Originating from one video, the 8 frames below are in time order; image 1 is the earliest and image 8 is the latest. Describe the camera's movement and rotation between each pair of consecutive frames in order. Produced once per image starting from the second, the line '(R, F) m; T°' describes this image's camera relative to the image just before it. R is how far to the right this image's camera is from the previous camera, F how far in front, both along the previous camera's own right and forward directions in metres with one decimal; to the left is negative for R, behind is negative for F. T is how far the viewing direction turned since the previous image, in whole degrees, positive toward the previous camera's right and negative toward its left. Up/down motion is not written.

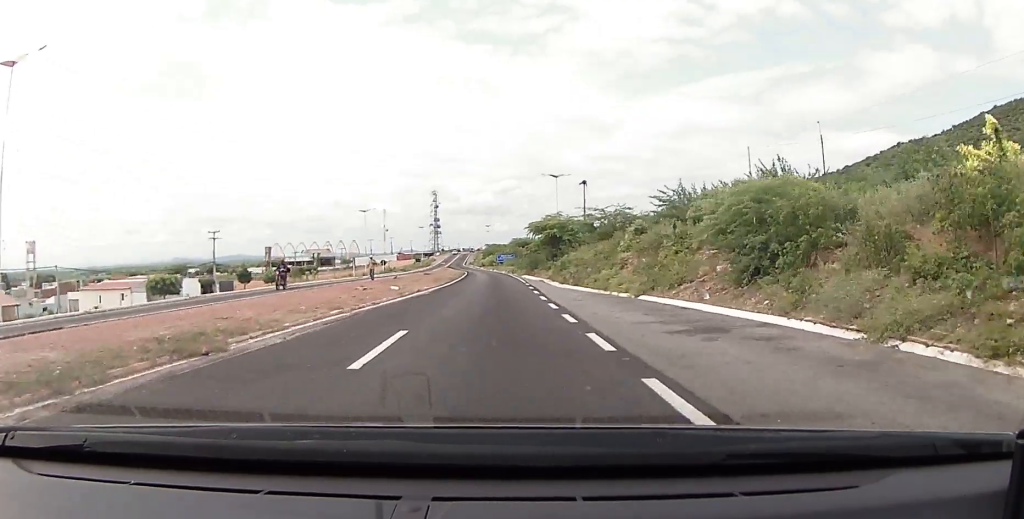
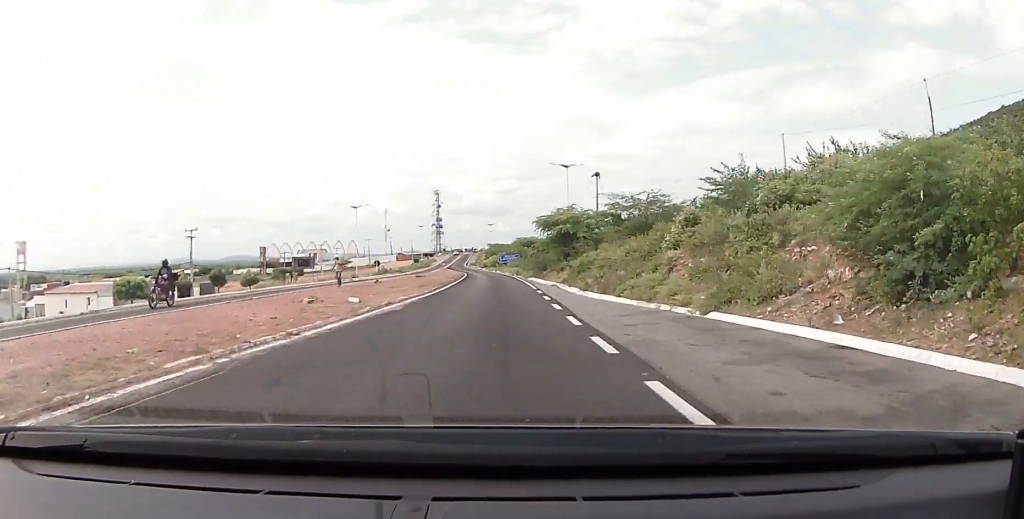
(0.0, +8.7) m; 0°
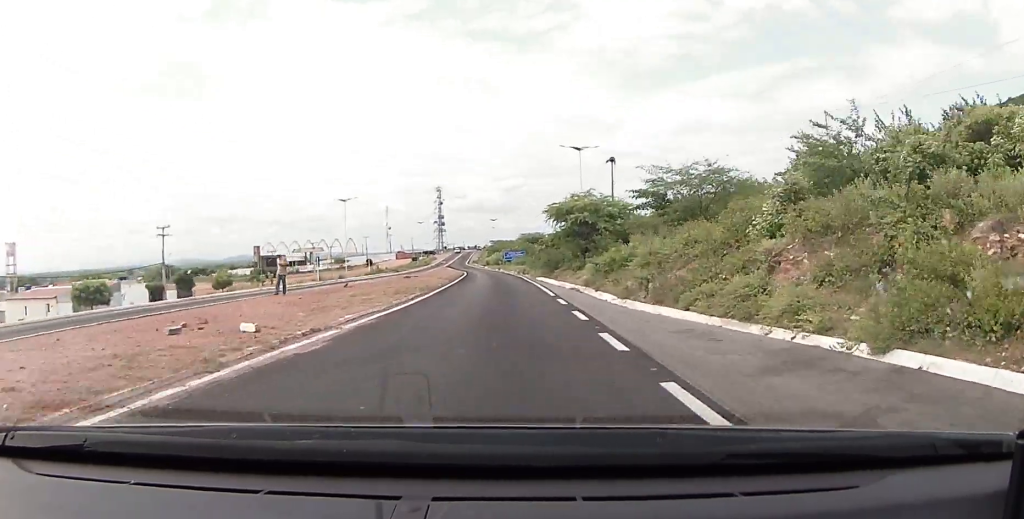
(0.0, +8.8) m; 0°
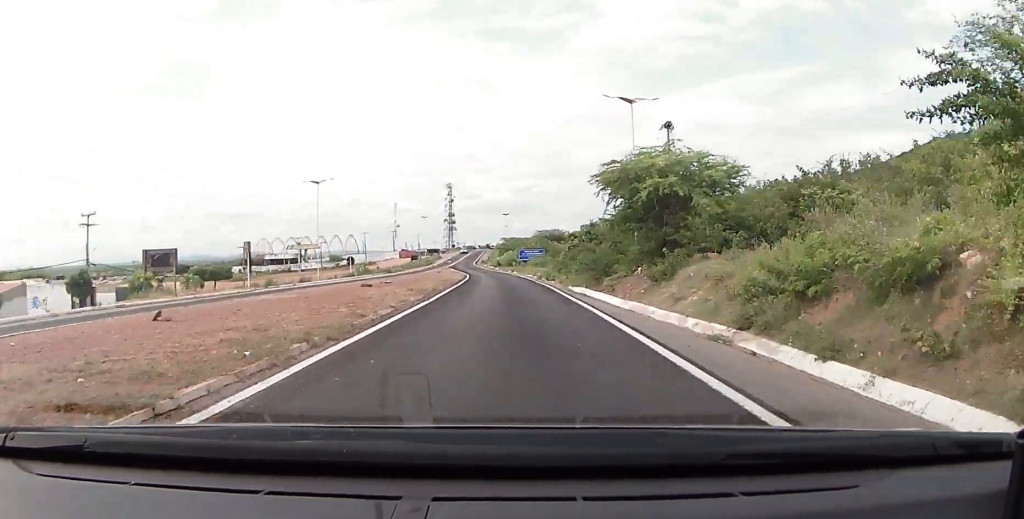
(-0.1, +18.7) m; -2°
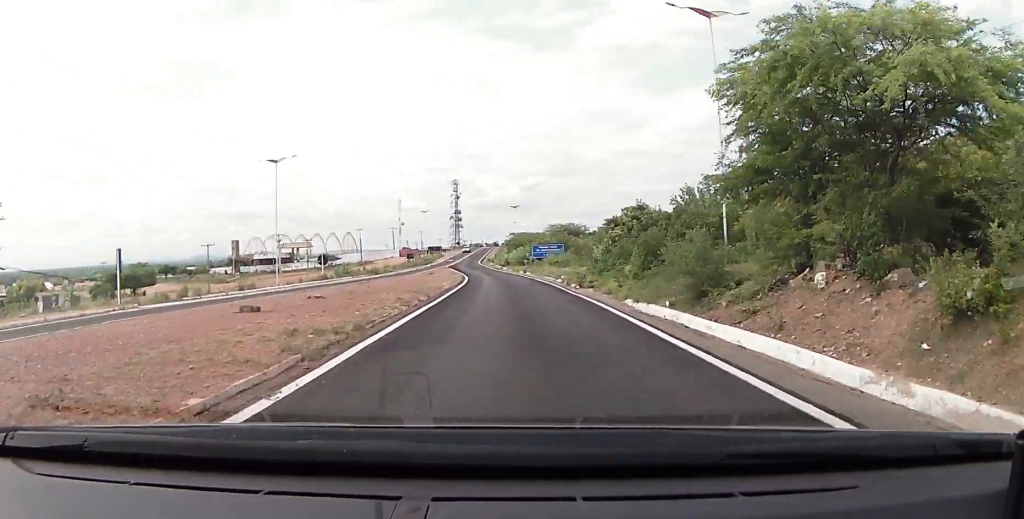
(-0.3, +15.5) m; -1°
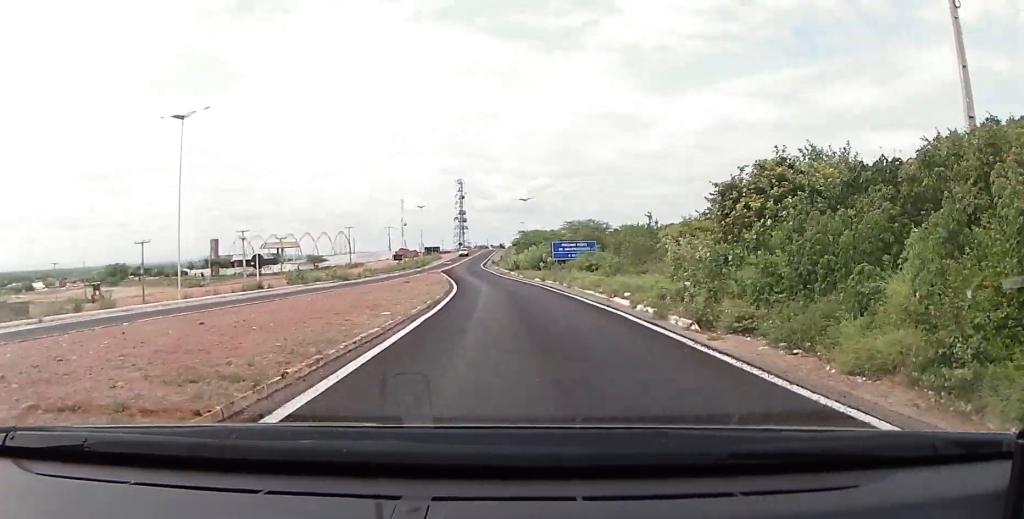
(-0.1, +18.7) m; 0°
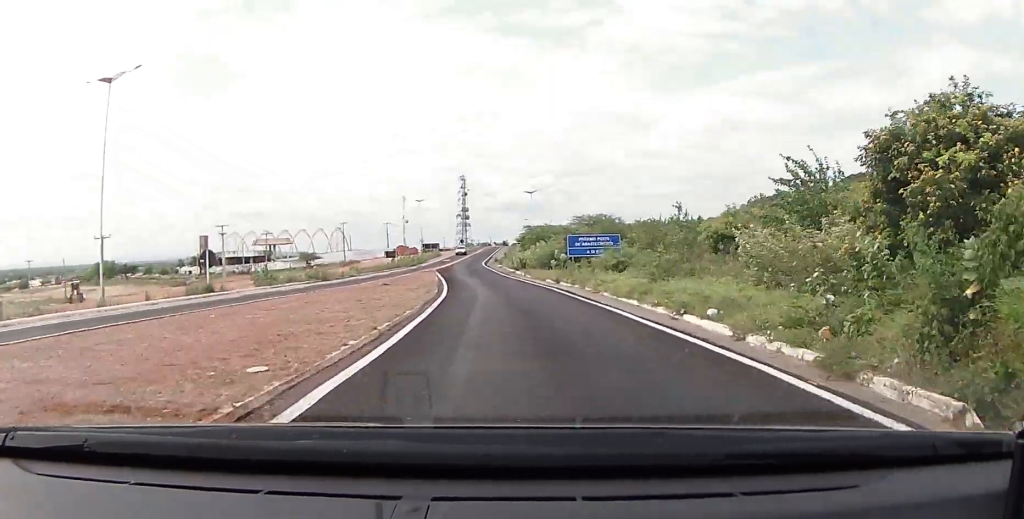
(+0.1, +8.3) m; 0°
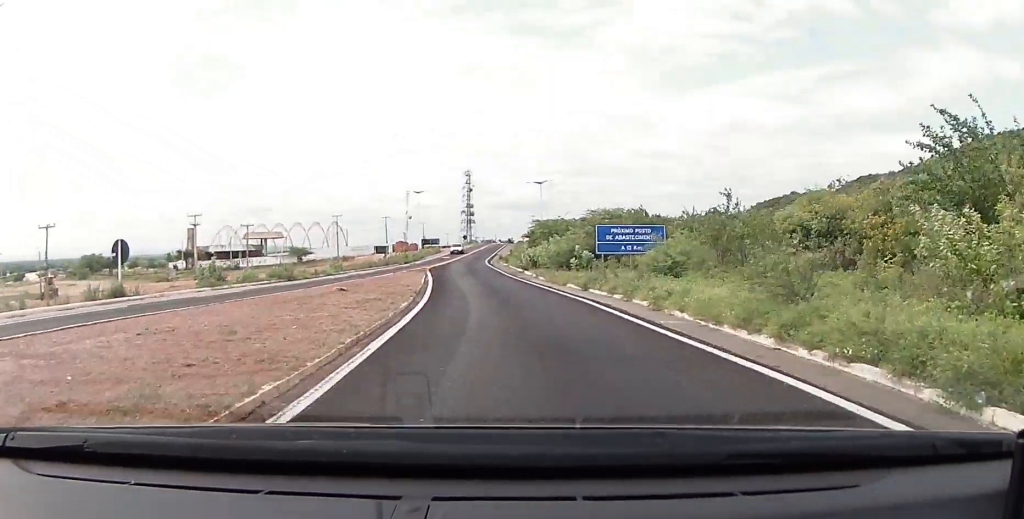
(0.0, +9.5) m; -2°
